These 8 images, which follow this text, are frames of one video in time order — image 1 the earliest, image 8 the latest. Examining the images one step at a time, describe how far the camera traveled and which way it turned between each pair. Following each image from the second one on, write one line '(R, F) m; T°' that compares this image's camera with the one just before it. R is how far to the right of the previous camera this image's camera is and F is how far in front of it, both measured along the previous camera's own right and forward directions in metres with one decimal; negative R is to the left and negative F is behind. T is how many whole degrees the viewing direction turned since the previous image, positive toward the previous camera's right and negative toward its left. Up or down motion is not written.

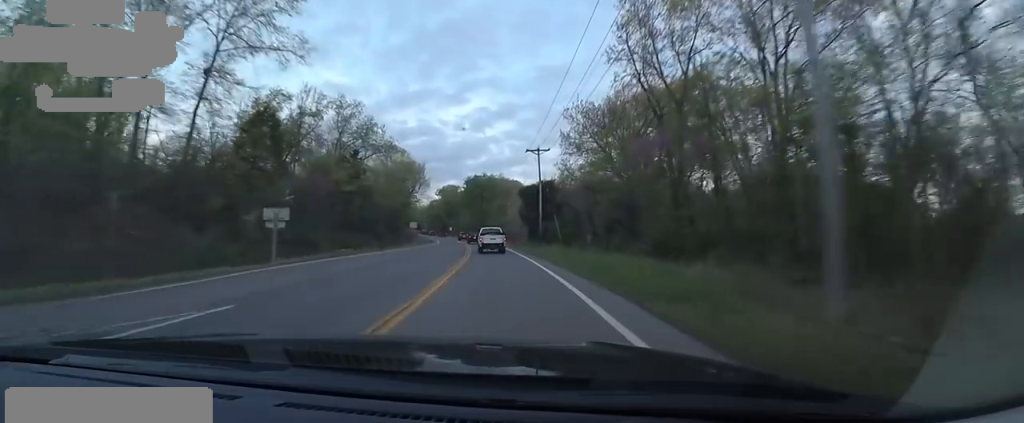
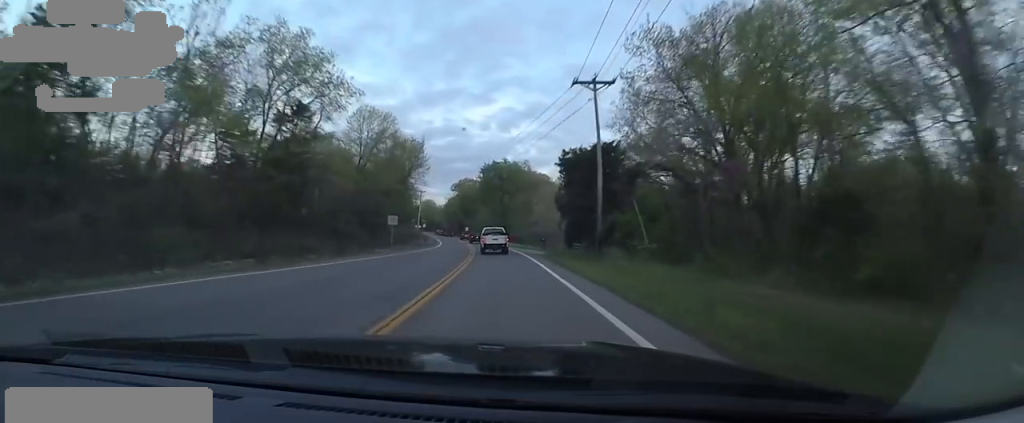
(-1.4, +21.1) m; -3°
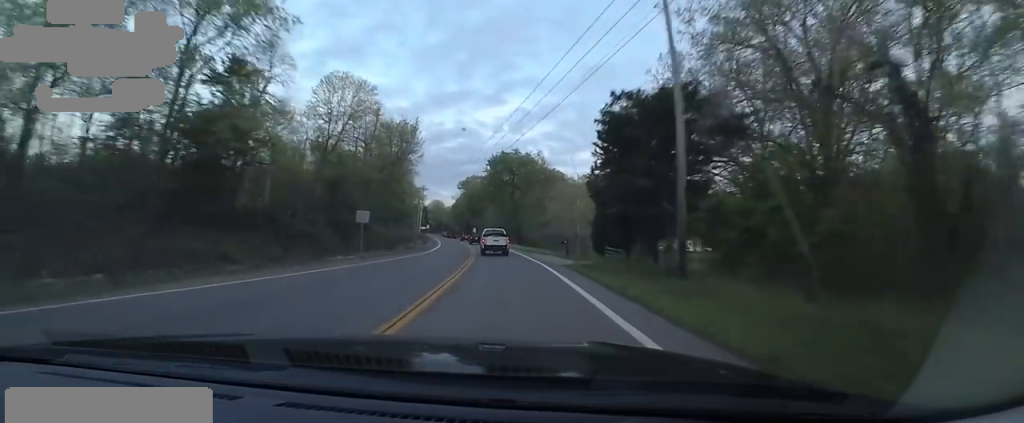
(+0.2, +10.8) m; +1°
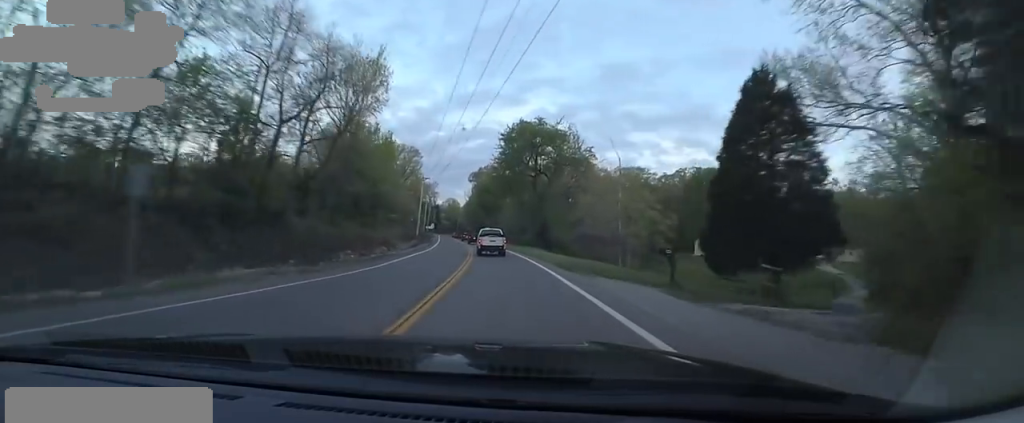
(0.0, +20.3) m; -5°
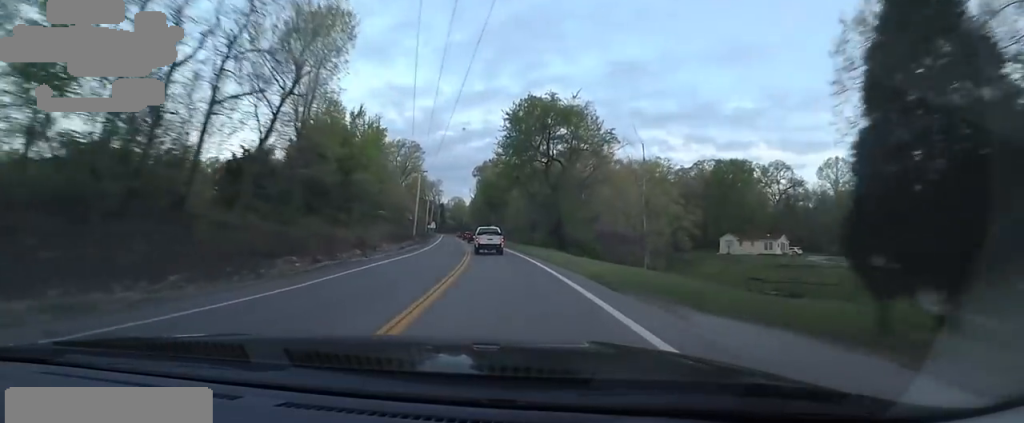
(-0.3, +8.8) m; -2°
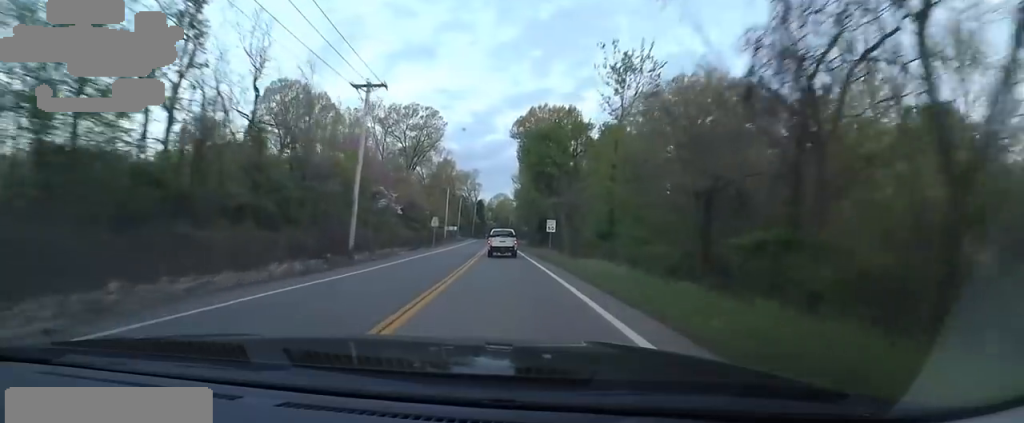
(-3.1, +46.6) m; -5°
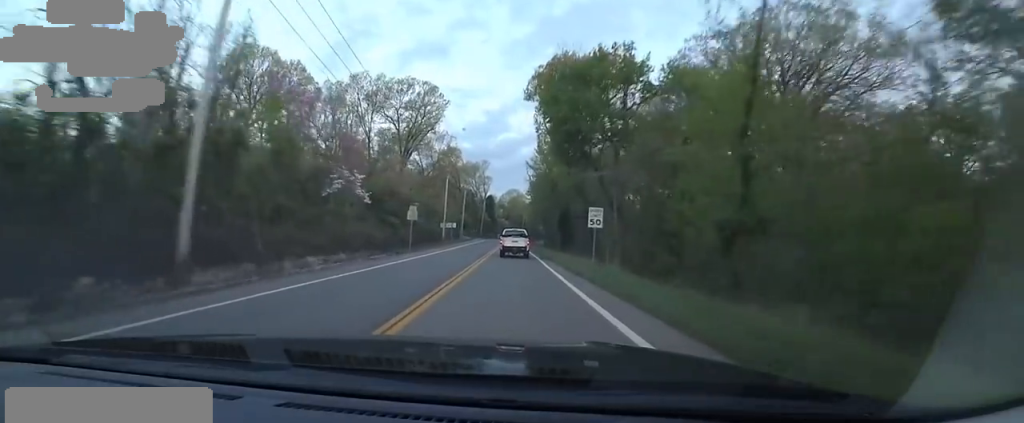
(-0.3, +17.7) m; 0°
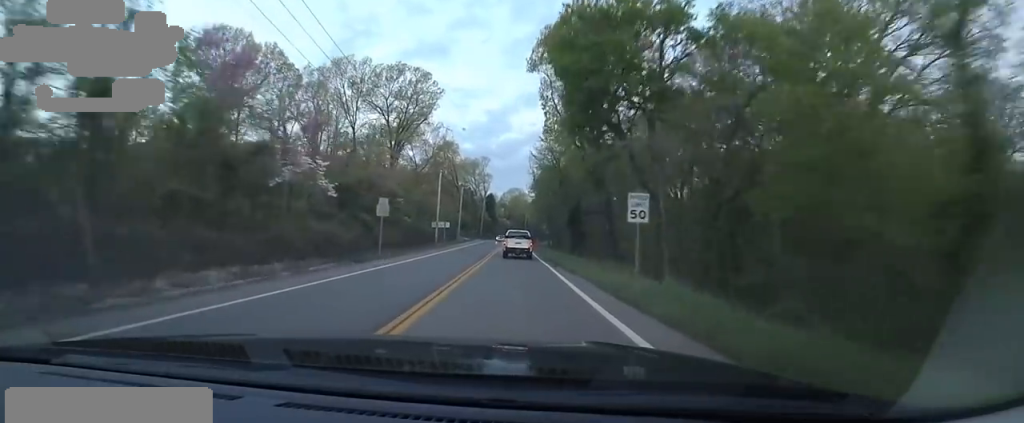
(+0.2, +8.4) m; +1°
